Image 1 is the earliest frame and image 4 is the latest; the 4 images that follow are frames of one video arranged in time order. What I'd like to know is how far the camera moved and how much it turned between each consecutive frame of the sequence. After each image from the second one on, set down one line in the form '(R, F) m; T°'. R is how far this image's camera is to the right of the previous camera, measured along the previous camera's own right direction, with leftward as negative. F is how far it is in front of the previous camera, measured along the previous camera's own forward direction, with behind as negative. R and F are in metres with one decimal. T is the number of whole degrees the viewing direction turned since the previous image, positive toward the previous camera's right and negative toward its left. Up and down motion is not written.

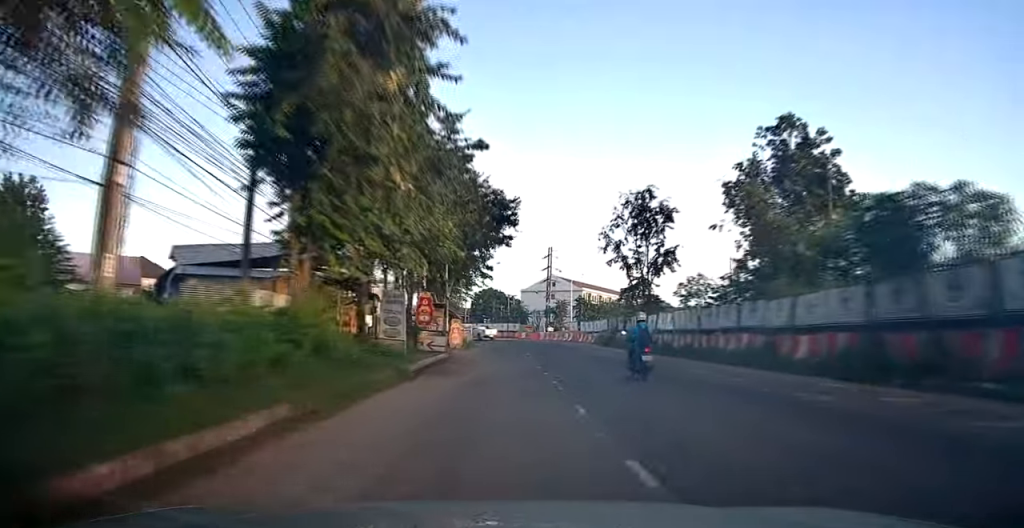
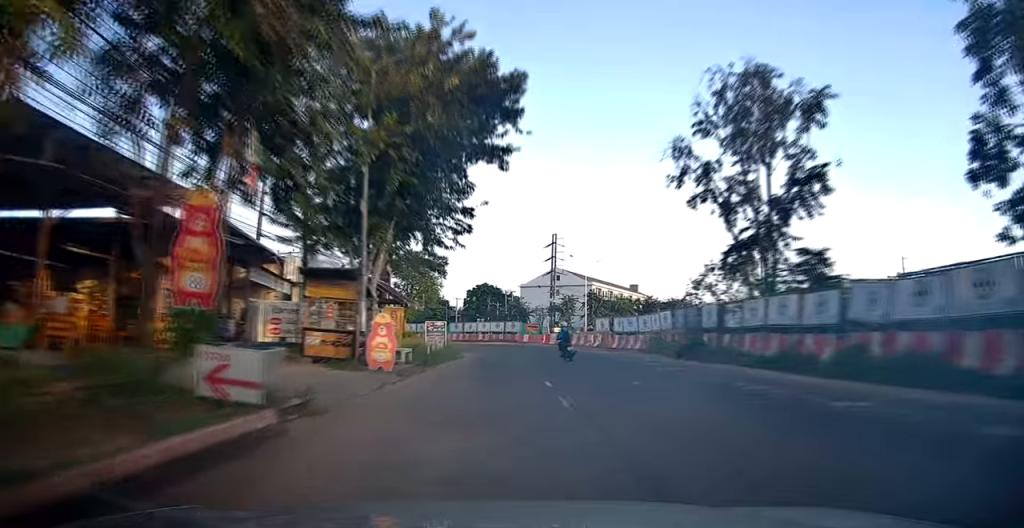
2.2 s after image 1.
(0.0, +19.1) m; 0°
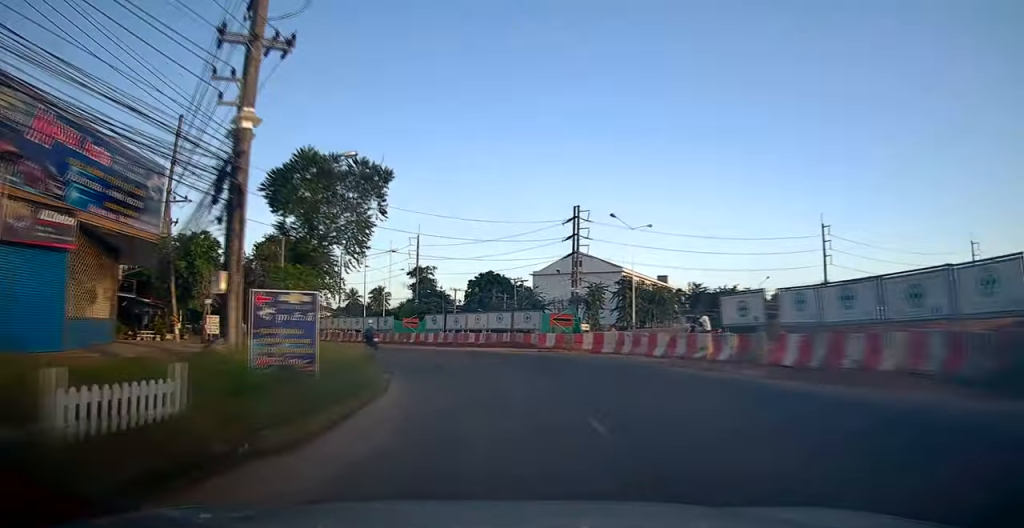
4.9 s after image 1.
(+1.3, +22.6) m; +5°
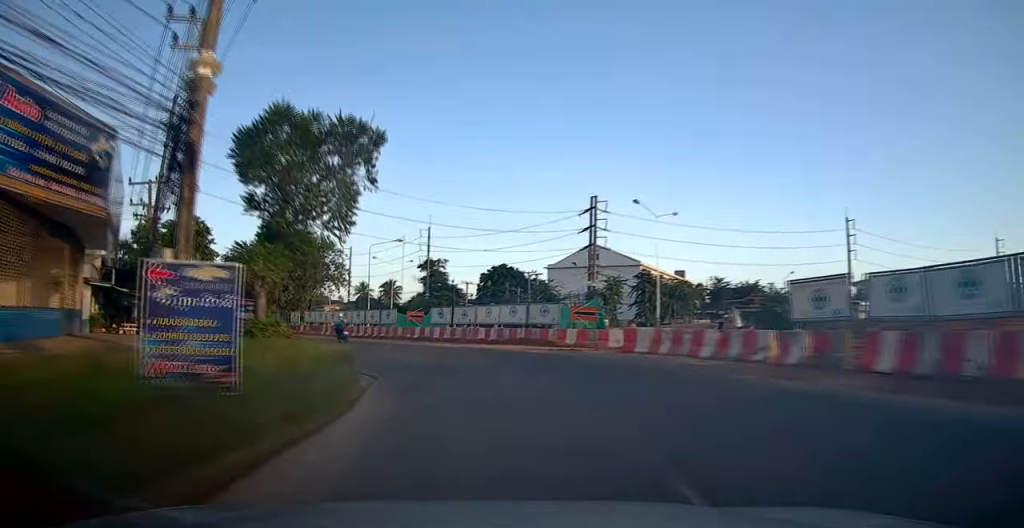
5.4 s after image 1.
(-0.2, +3.5) m; -4°
